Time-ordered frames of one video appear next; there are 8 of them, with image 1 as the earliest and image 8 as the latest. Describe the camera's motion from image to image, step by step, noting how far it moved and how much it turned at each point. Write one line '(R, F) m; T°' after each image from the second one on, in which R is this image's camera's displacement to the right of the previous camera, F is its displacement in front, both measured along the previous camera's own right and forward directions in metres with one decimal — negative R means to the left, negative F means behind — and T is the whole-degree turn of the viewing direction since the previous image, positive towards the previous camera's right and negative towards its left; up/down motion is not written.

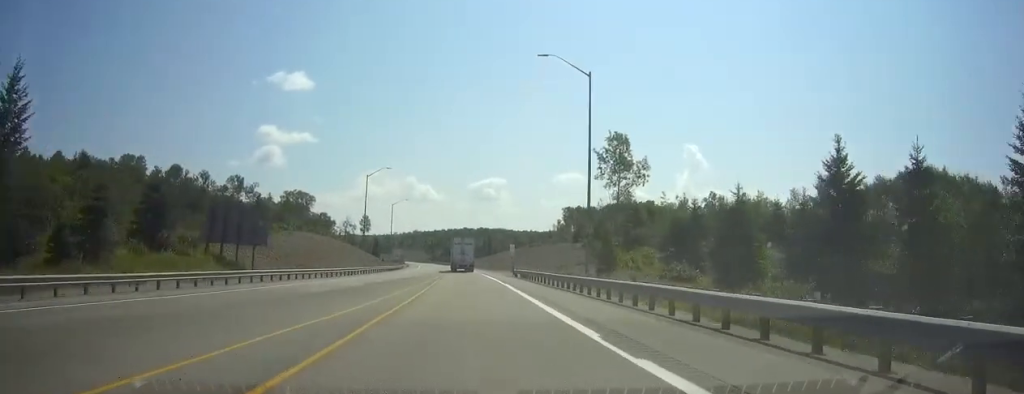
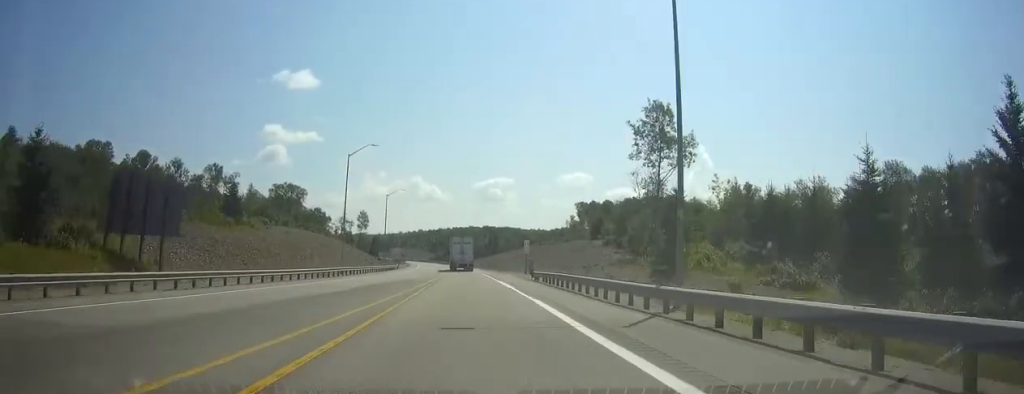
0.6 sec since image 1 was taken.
(-0.1, +16.9) m; 0°
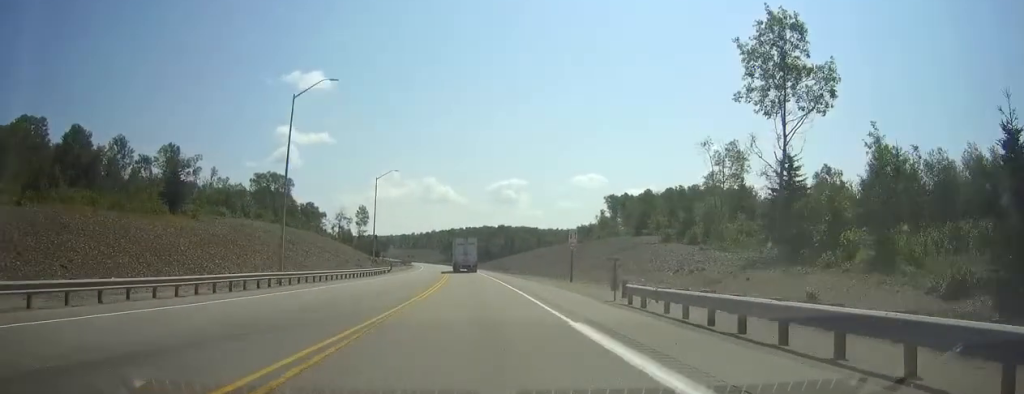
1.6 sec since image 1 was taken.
(-0.1, +27.2) m; -1°
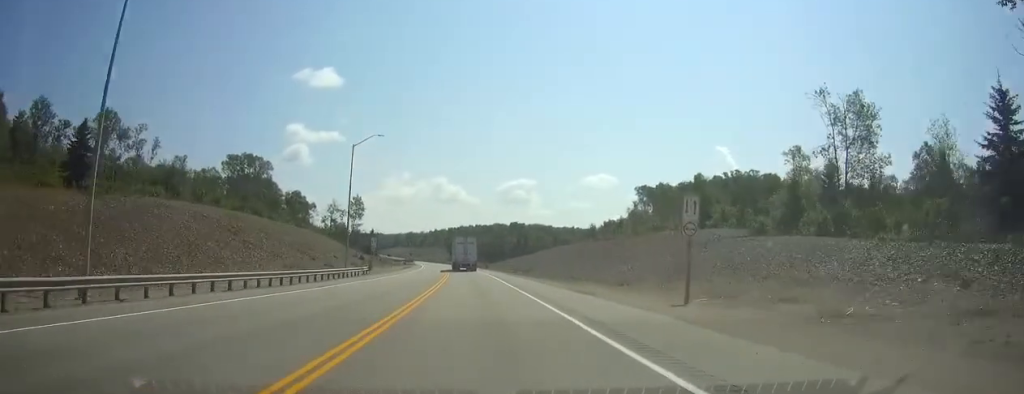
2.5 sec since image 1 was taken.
(-0.1, +25.2) m; -1°
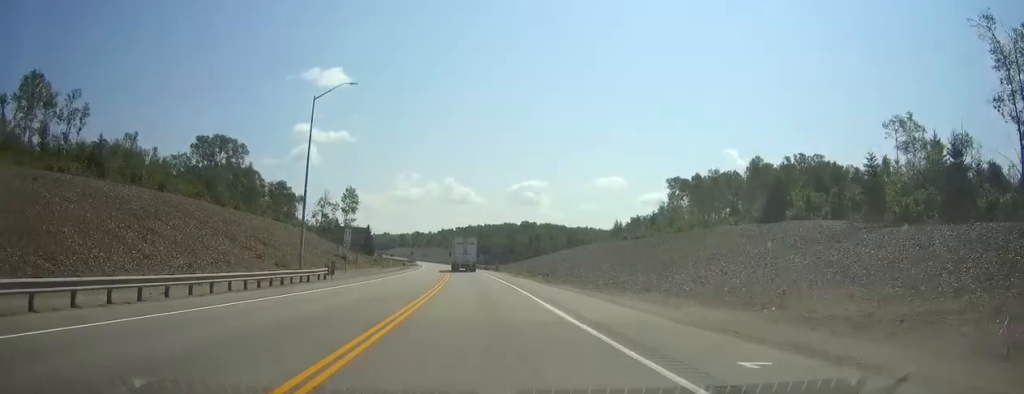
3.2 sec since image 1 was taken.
(-0.1, +20.5) m; -1°
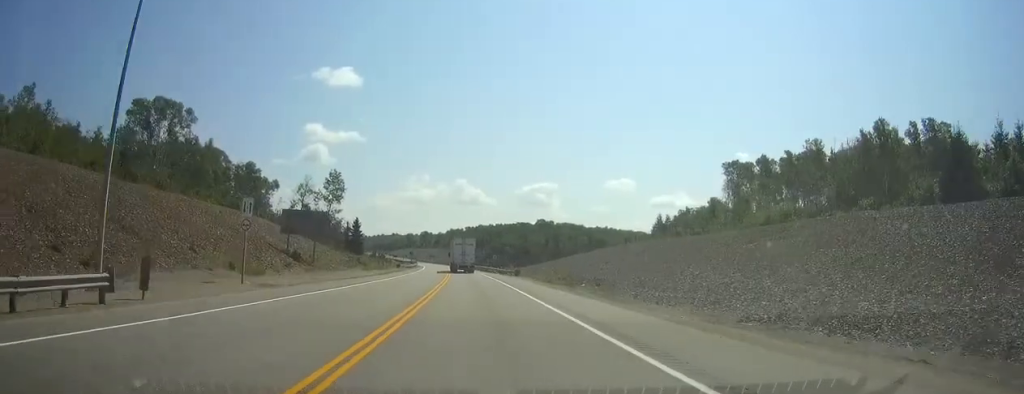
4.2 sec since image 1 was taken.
(-0.3, +28.0) m; -1°
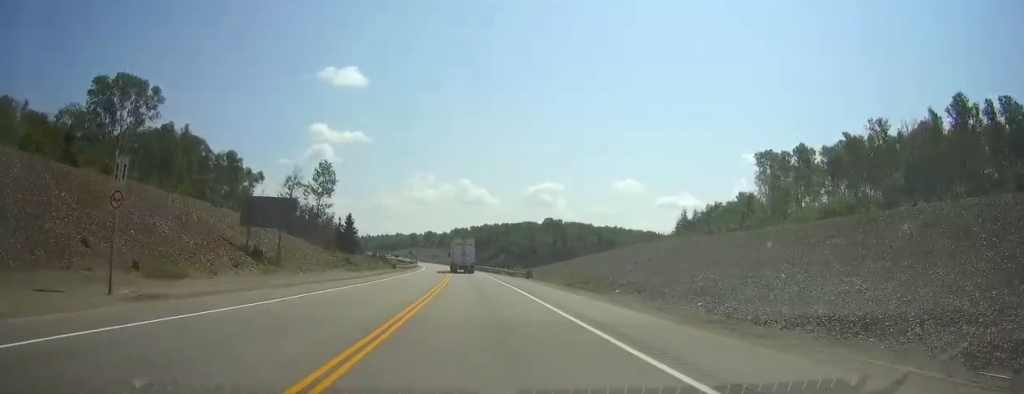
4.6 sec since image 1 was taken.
(0.0, +12.2) m; 0°
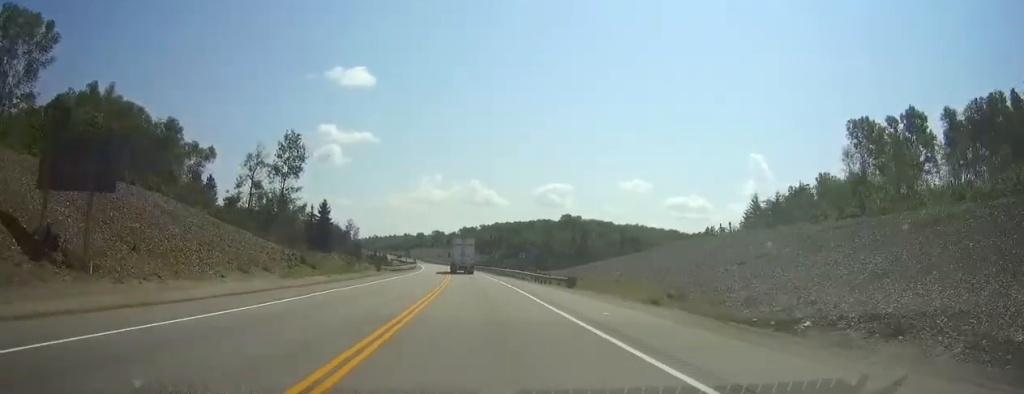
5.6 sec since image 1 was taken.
(-0.2, +26.3) m; -1°
